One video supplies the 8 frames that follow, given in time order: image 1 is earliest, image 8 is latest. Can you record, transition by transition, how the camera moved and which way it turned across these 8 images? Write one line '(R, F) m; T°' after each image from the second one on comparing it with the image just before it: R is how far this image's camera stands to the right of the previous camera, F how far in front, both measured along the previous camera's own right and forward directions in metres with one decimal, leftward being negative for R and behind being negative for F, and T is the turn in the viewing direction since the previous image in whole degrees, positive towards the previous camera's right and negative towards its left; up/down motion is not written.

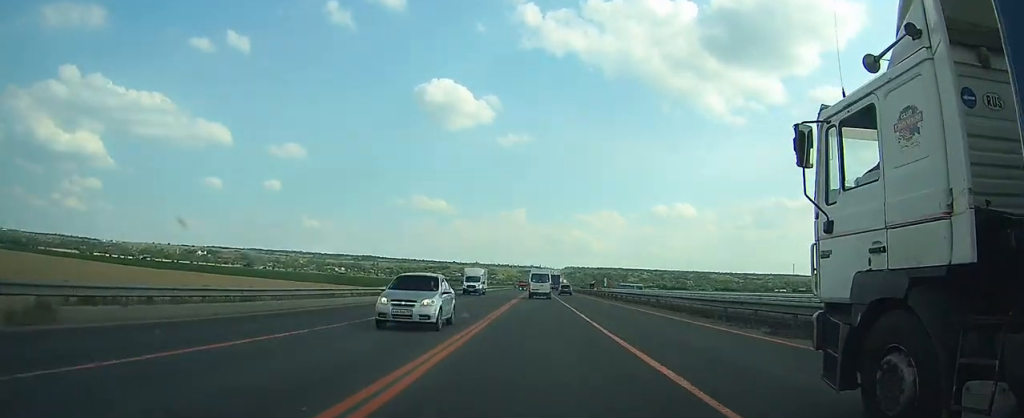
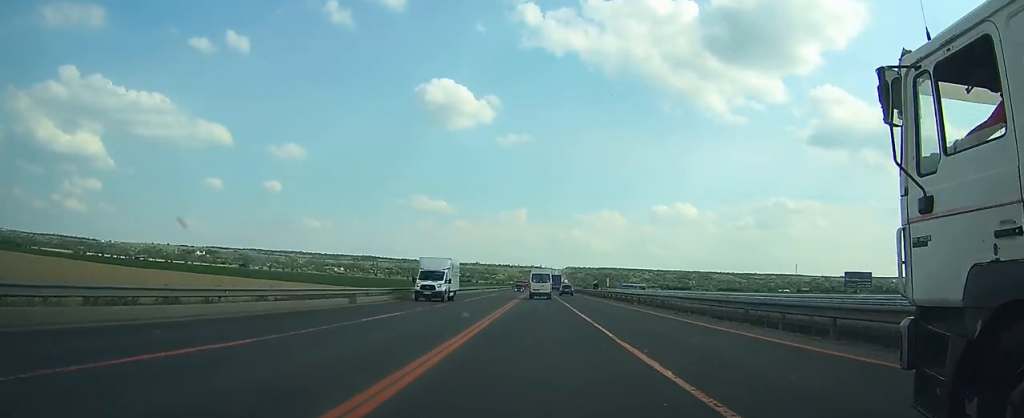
(0.0, +14.2) m; 0°
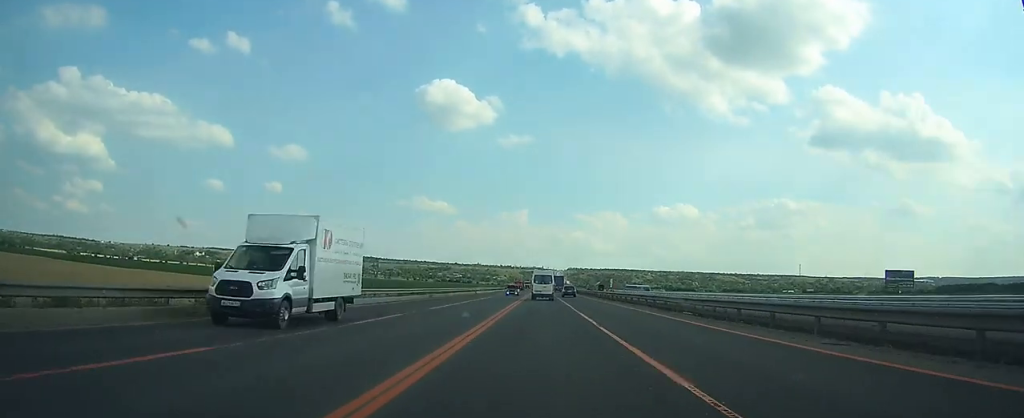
(0.0, +14.2) m; 0°
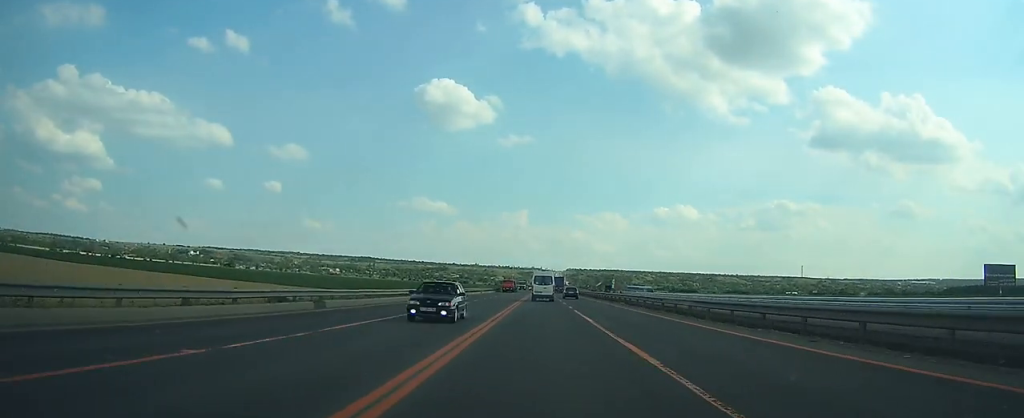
(0.0, +26.3) m; 0°
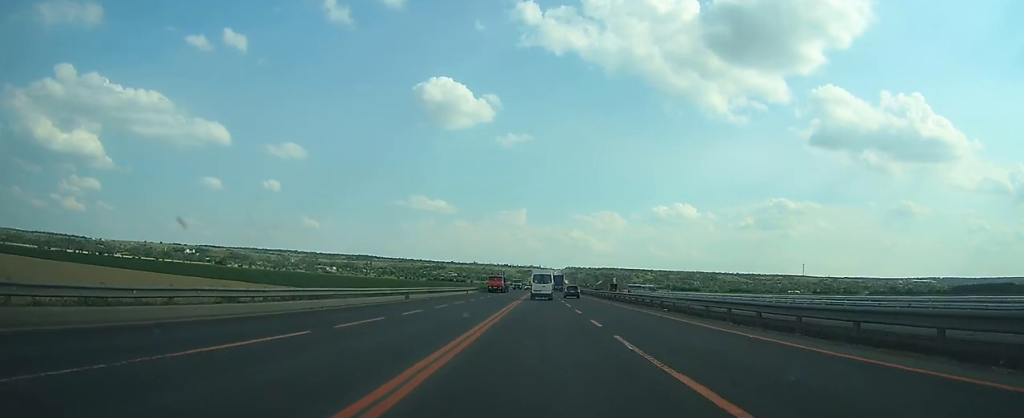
(0.0, +17.7) m; 0°
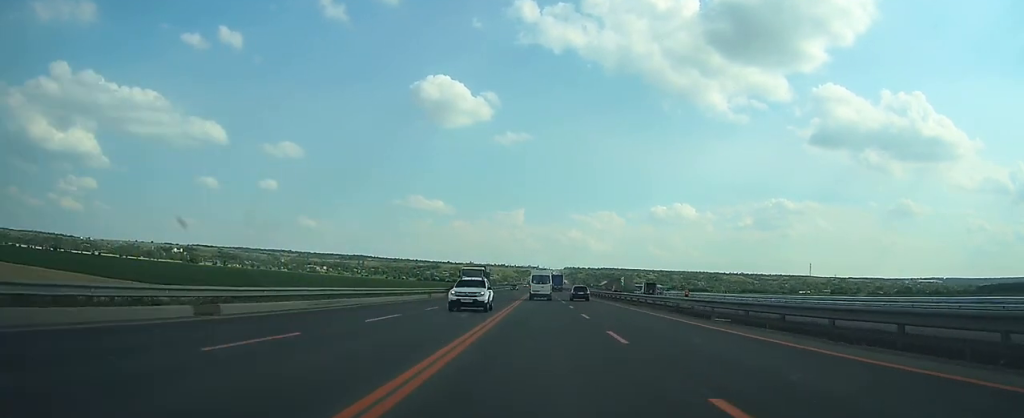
(+0.3, +62.1) m; +1°
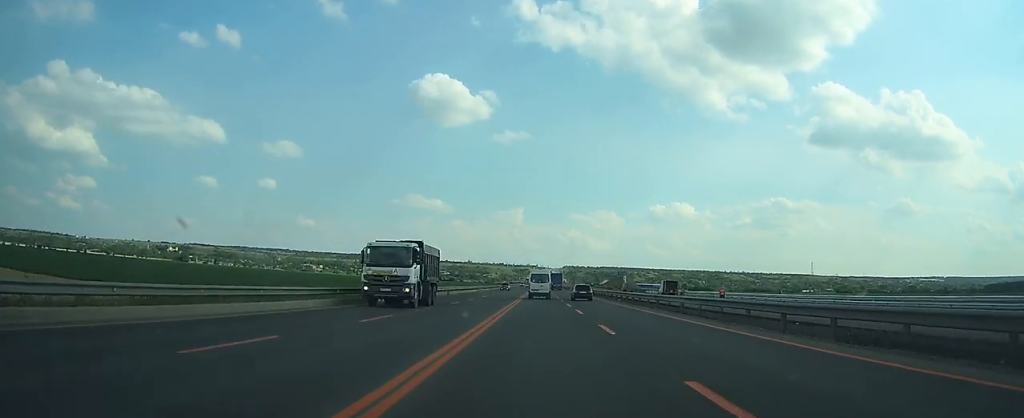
(0.0, +19.3) m; 0°
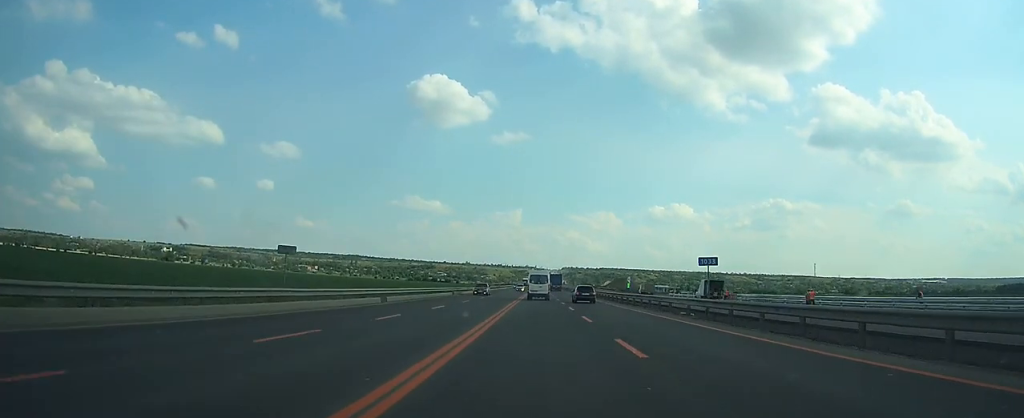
(0.0, +25.7) m; 0°
